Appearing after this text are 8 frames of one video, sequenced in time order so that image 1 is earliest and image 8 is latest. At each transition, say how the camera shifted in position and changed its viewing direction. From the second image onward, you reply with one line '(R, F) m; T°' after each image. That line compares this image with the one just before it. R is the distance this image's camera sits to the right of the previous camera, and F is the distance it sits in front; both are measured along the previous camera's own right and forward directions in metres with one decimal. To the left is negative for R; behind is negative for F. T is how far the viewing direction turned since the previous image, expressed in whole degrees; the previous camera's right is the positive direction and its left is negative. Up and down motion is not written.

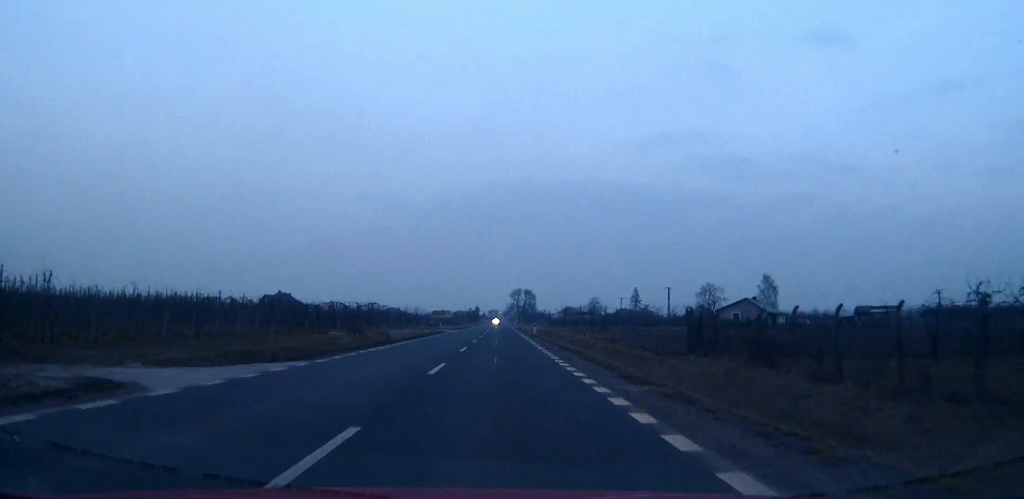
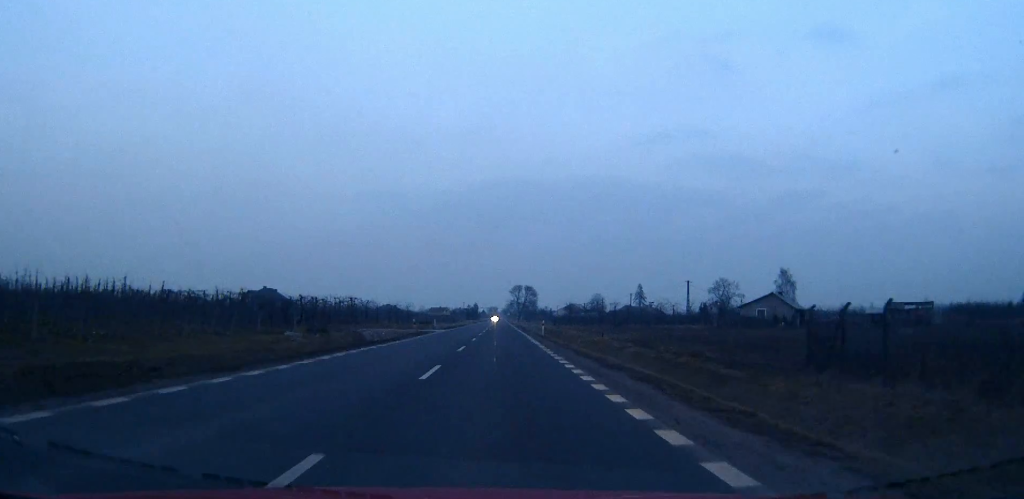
(0.0, +13.6) m; 0°
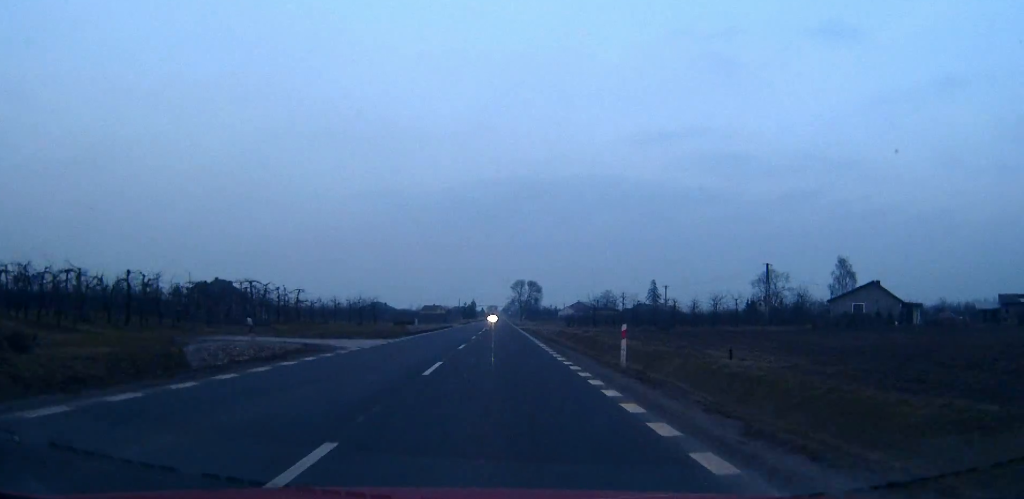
(+0.1, +35.4) m; 0°
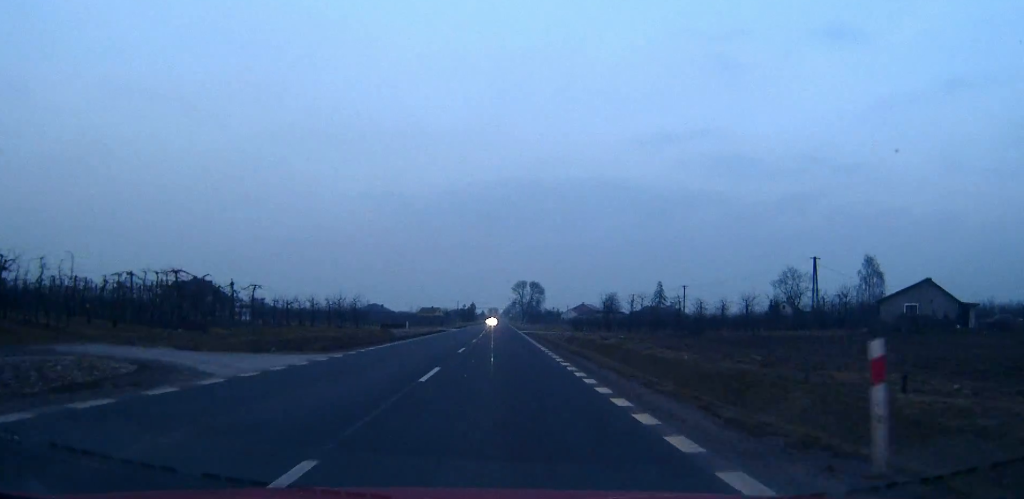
(0.0, +12.8) m; 0°
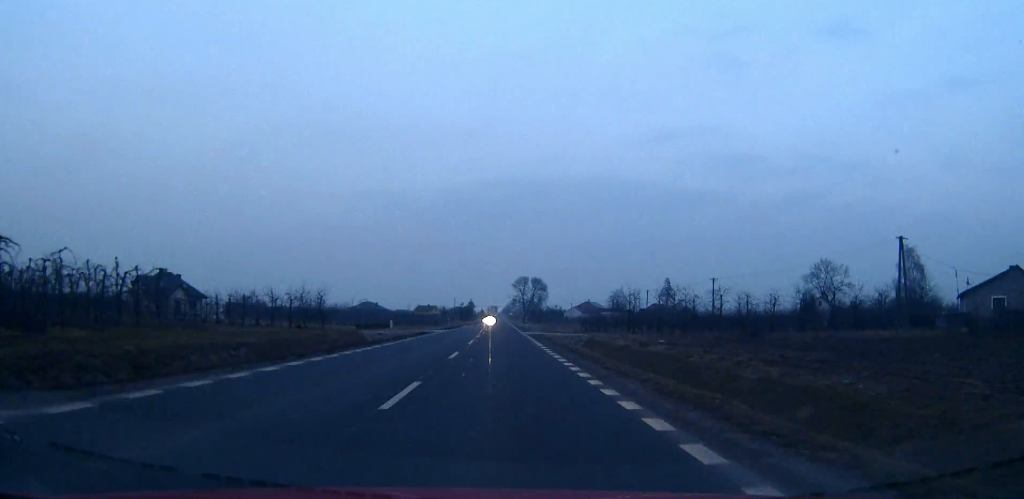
(0.0, +16.6) m; 0°
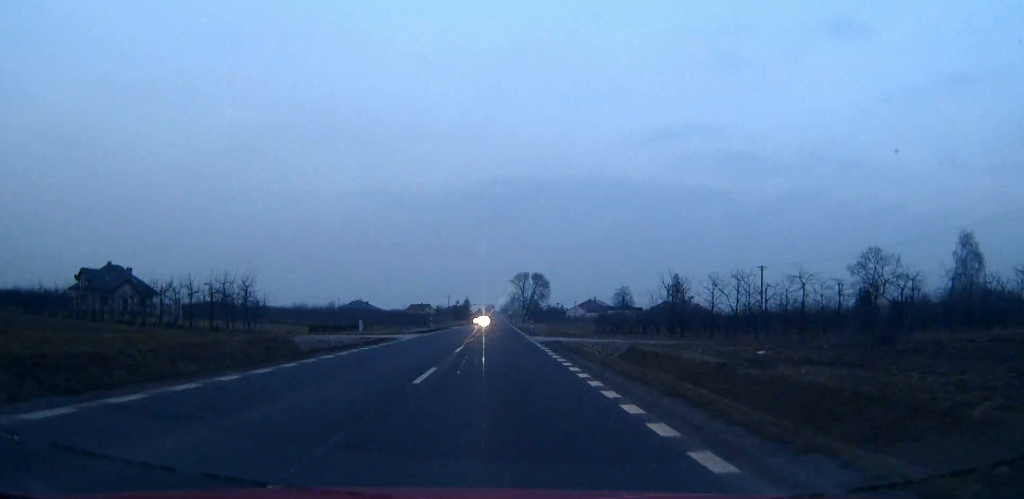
(0.0, +20.3) m; 0°
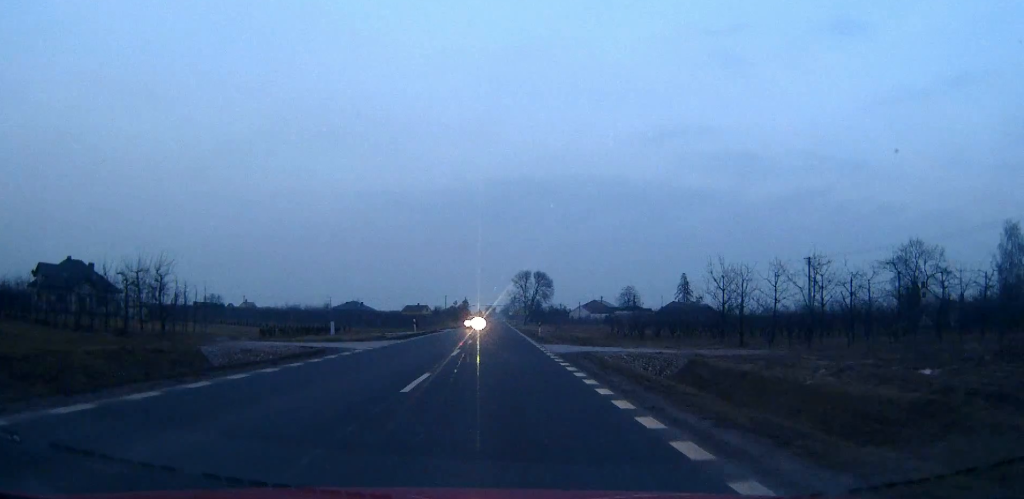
(+0.1, +13.3) m; 0°
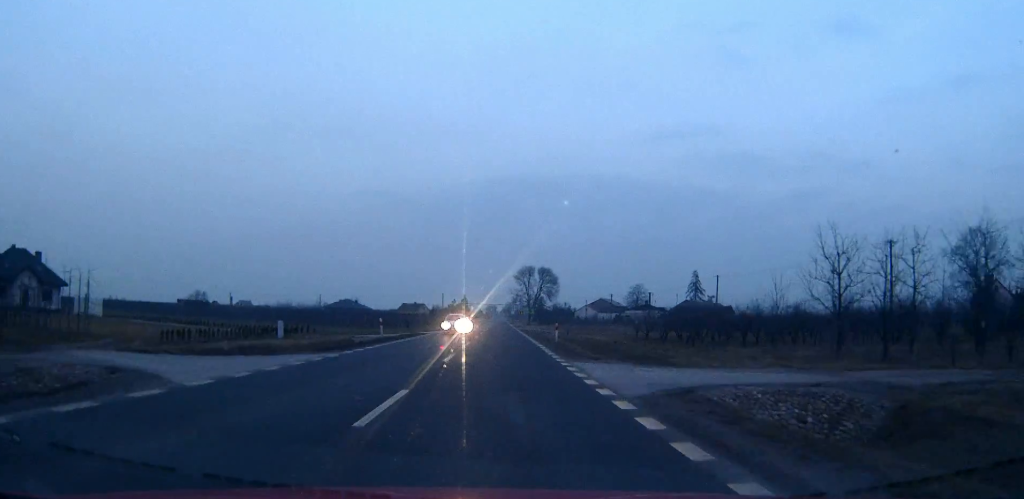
(0.0, +15.8) m; 0°
